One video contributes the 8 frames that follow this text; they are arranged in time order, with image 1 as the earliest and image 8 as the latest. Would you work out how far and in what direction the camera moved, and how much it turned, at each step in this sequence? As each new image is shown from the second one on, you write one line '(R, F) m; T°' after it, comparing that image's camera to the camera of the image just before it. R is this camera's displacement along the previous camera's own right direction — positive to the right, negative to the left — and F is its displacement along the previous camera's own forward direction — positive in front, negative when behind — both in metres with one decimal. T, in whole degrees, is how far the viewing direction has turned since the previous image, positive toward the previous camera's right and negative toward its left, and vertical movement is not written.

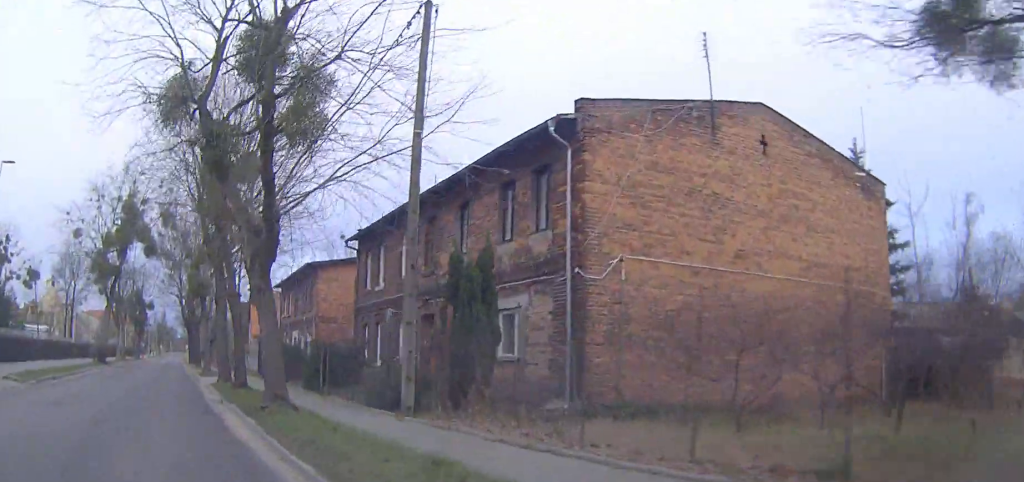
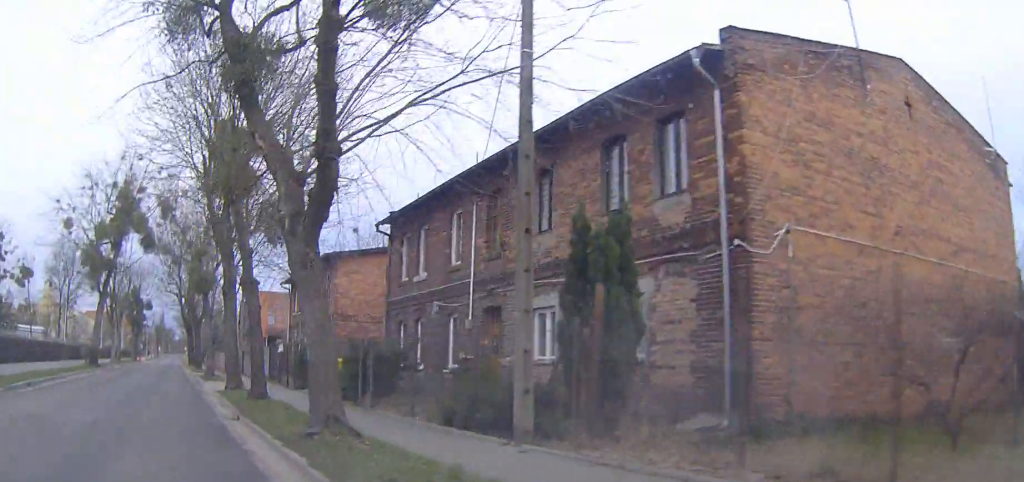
(+0.1, +4.5) m; -1°
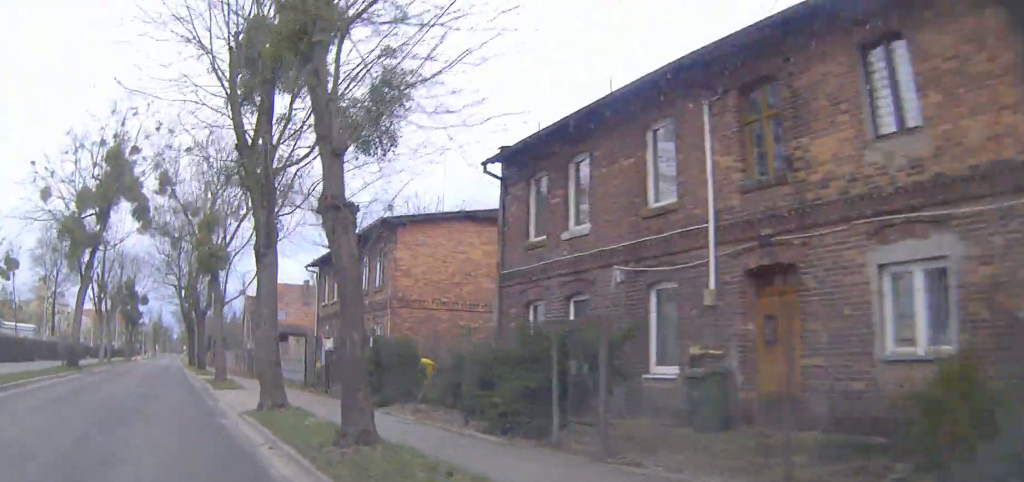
(-0.2, +9.3) m; 0°
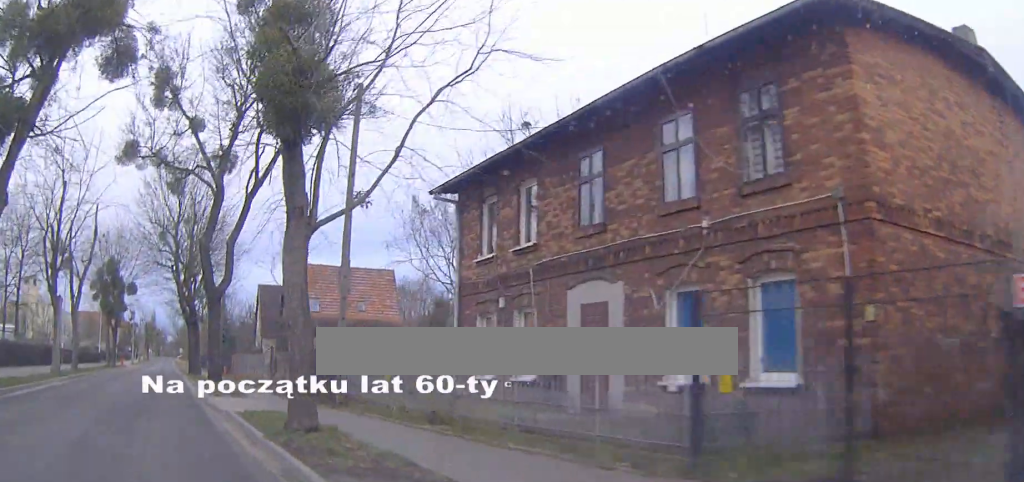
(+0.7, +19.0) m; +3°
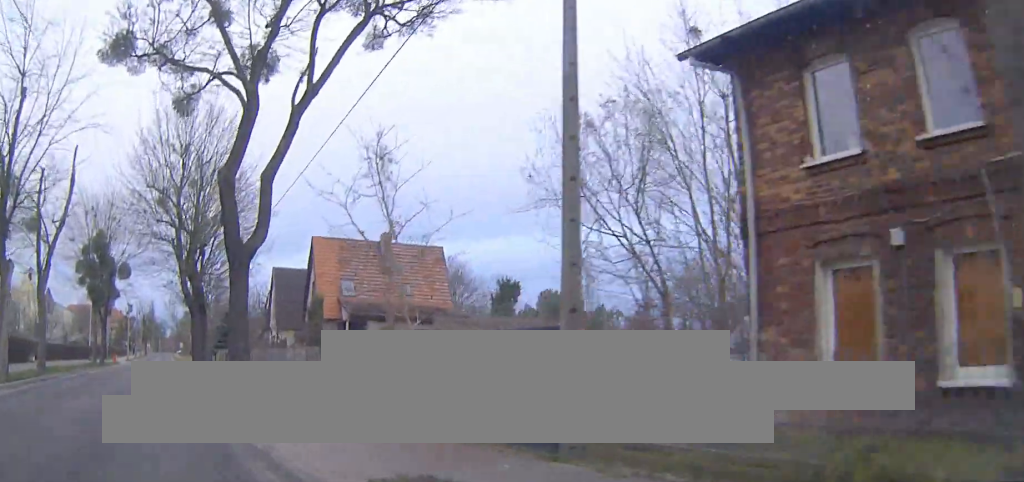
(0.0, +10.6) m; 0°
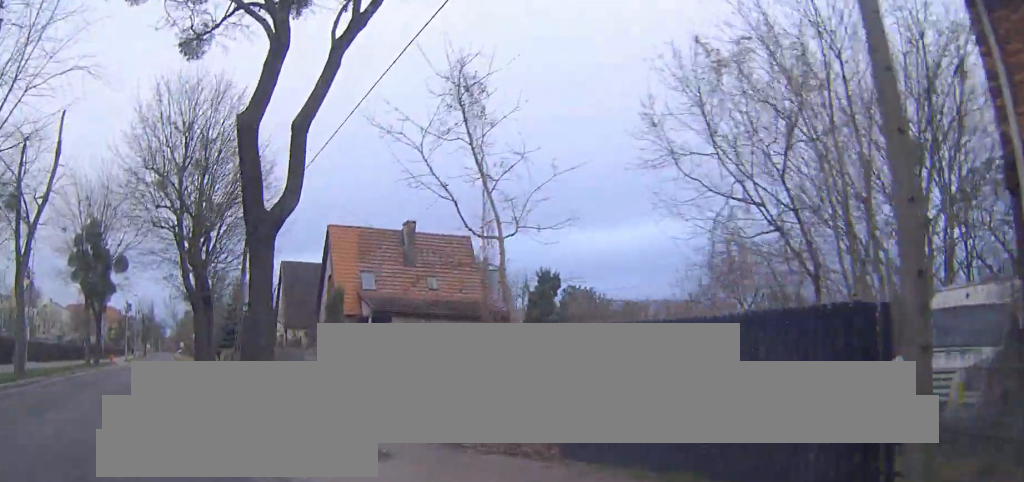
(0.0, +4.6) m; 0°
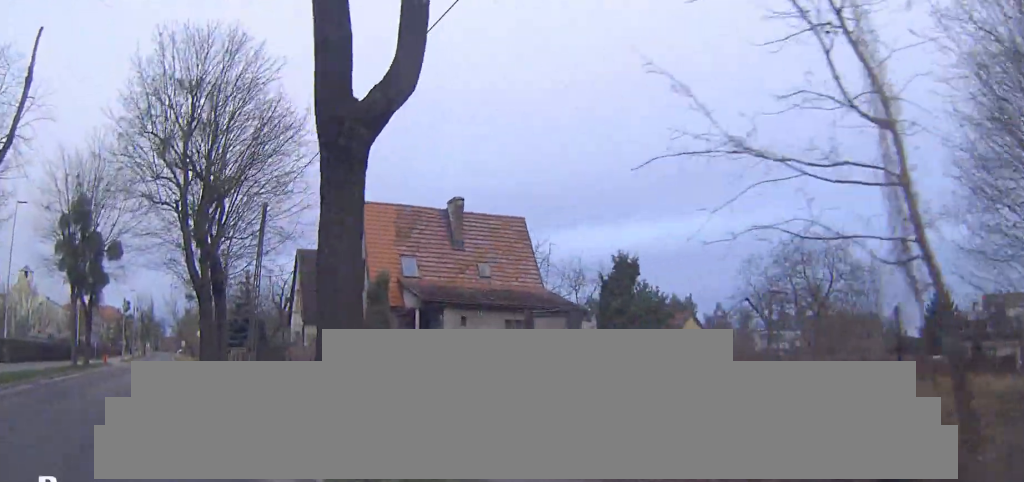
(0.0, +7.0) m; 0°
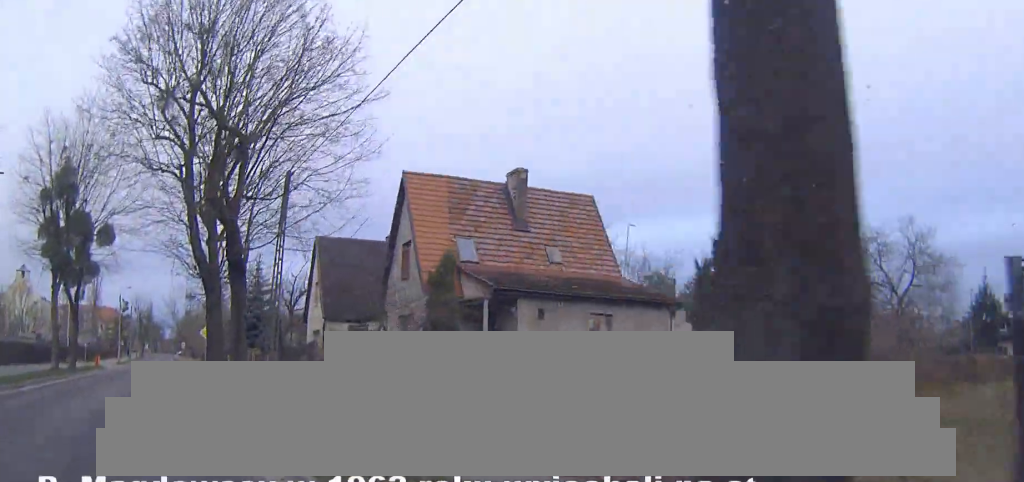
(0.0, +6.6) m; +1°
